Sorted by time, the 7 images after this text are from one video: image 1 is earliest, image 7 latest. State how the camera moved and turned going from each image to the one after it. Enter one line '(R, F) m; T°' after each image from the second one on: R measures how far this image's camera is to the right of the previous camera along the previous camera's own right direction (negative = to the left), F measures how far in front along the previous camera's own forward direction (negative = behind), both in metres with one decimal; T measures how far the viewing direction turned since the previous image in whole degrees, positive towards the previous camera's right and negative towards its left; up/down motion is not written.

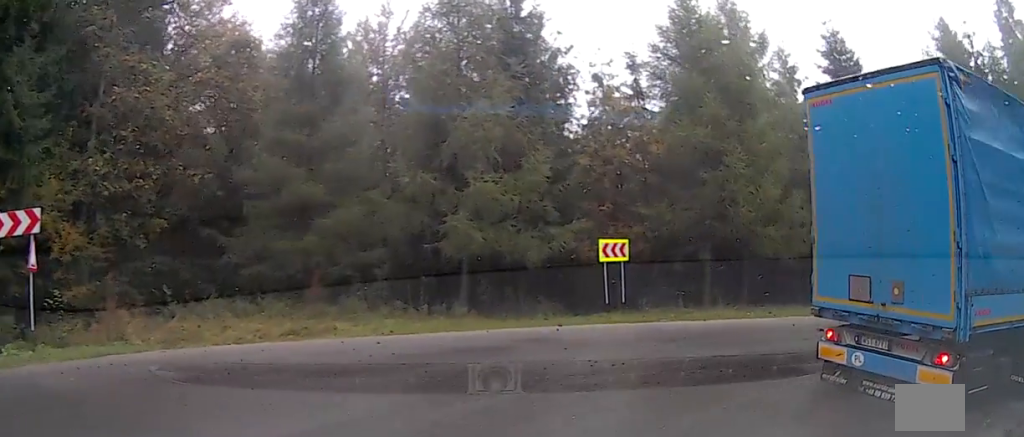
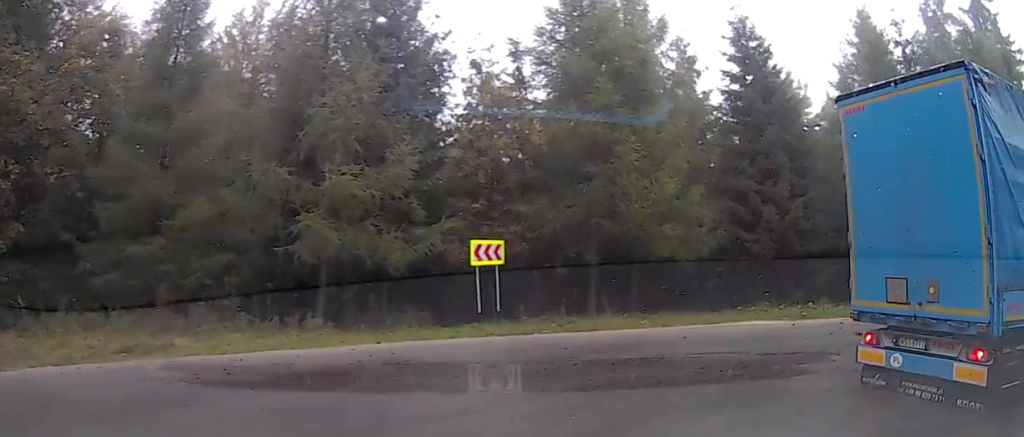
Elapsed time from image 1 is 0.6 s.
(+0.4, +2.4) m; +14°
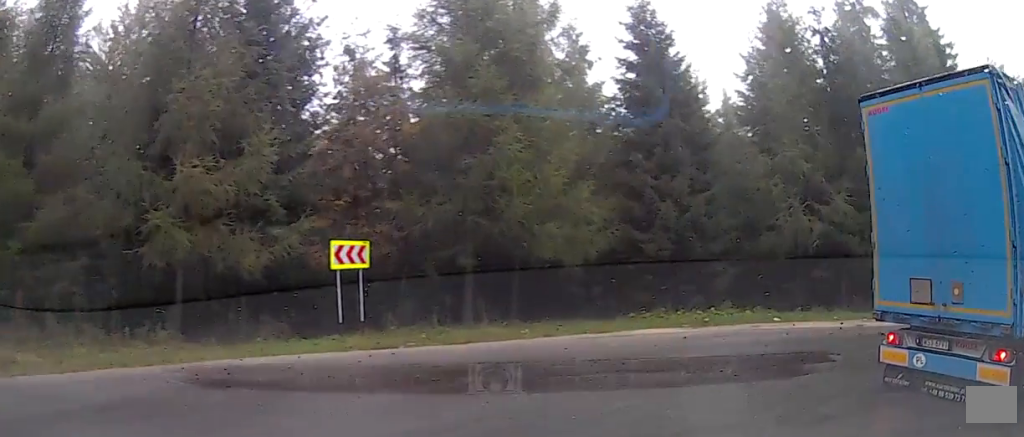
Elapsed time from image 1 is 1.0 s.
(+0.2, +2.1) m; +13°
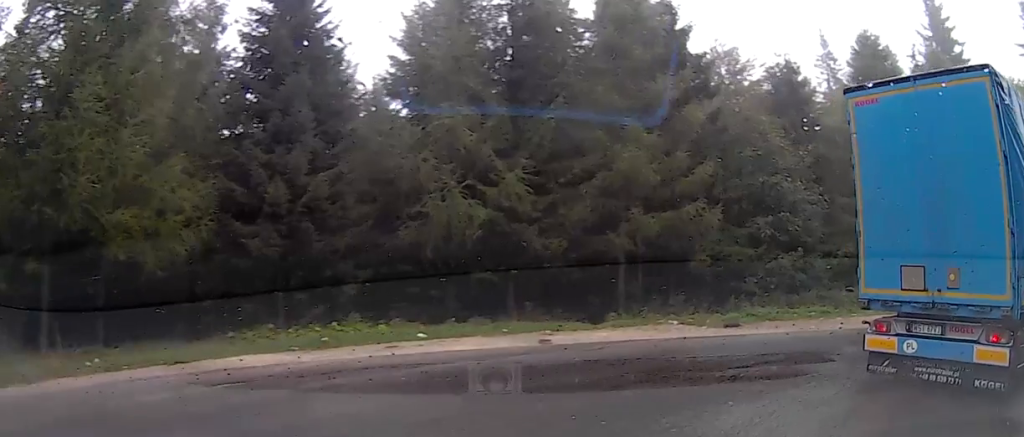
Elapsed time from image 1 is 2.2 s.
(+1.2, +5.4) m; +34°
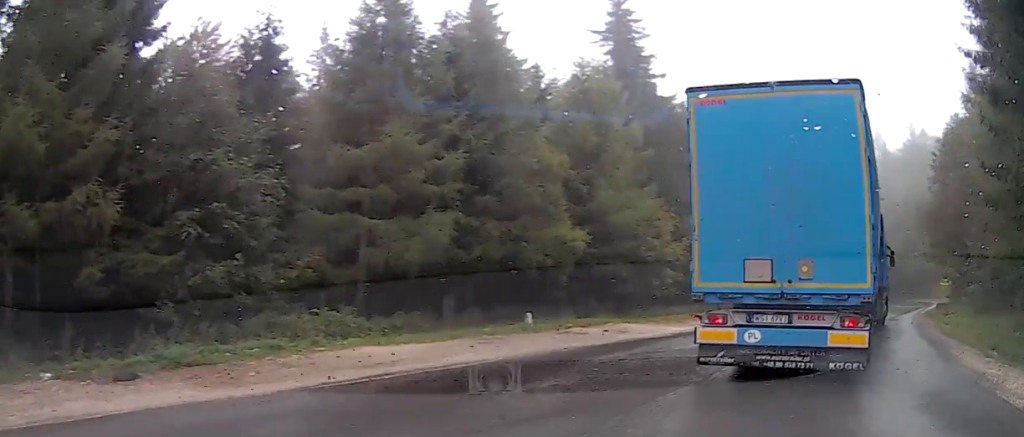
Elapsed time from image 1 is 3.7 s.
(+3.7, +6.3) m; +41°
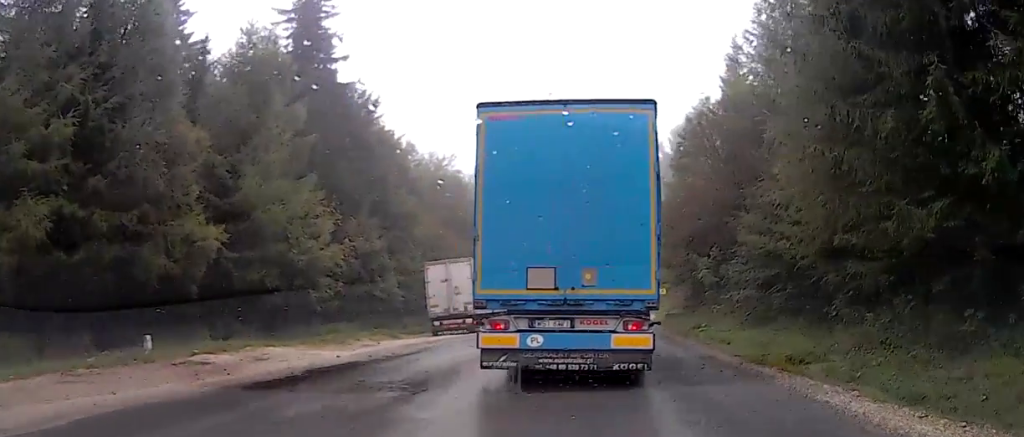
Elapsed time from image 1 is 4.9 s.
(+0.5, +6.7) m; +5°
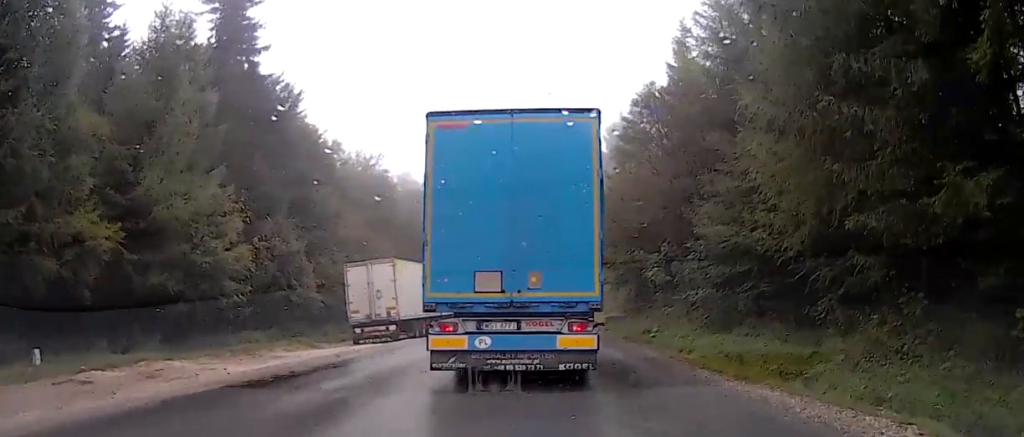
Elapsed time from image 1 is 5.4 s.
(-0.1, +3.0) m; +3°
